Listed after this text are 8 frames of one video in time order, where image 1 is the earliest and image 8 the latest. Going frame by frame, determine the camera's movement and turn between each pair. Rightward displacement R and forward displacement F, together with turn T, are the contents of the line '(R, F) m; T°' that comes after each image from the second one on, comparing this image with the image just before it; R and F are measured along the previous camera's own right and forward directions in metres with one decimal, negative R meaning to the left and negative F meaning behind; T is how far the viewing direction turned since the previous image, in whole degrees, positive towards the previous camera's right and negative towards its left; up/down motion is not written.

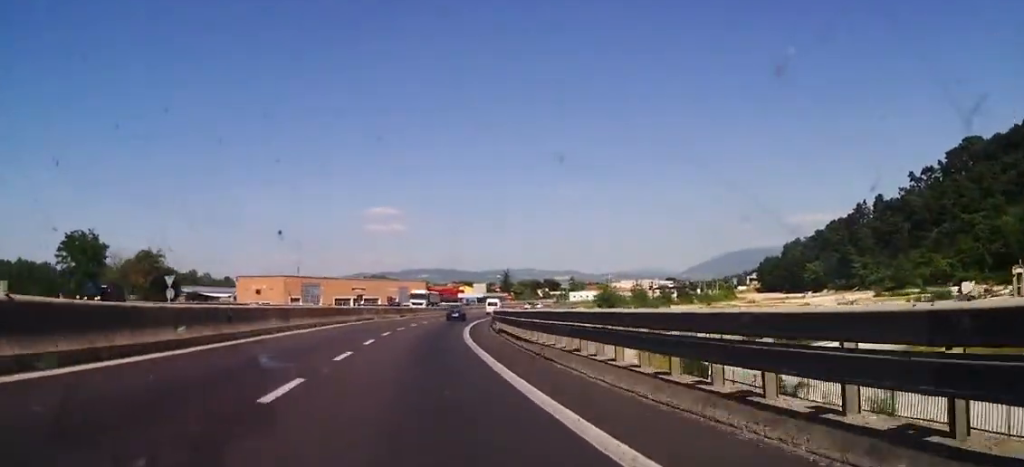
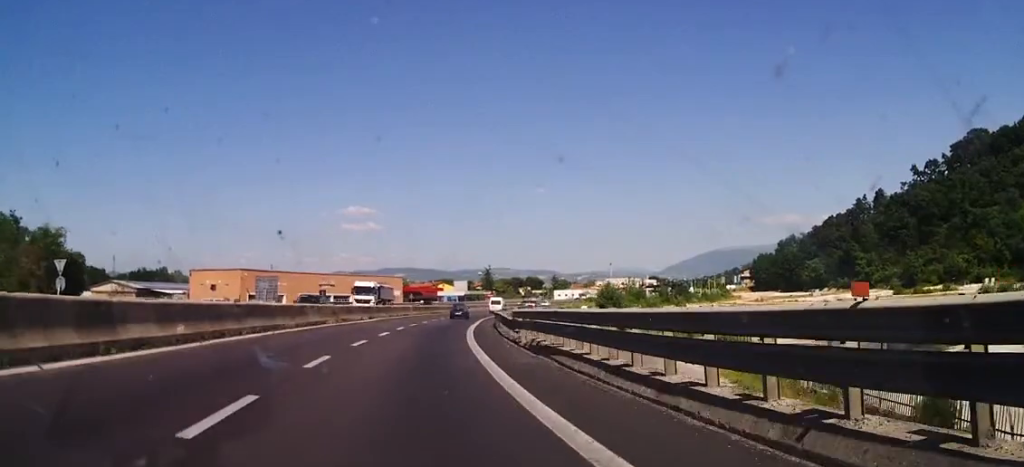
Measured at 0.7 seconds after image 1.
(0.0, +16.8) m; 0°
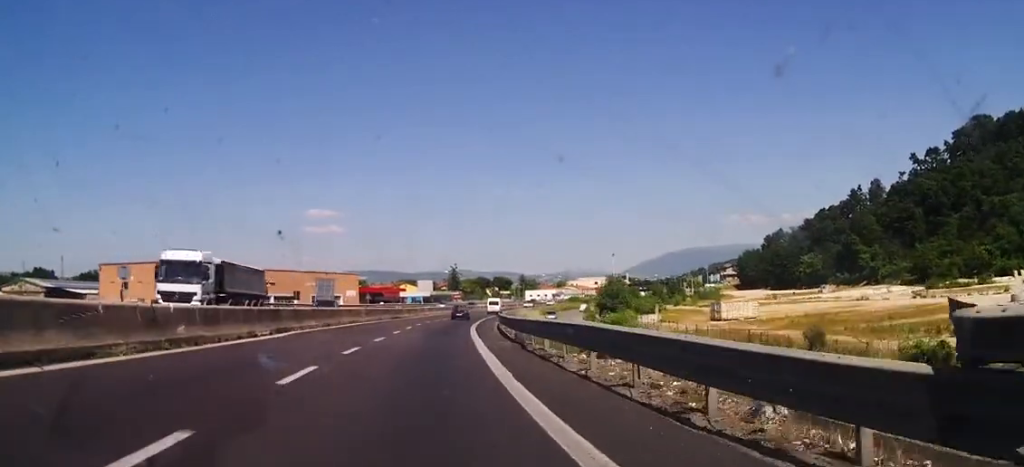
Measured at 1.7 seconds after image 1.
(-0.1, +23.9) m; +2°
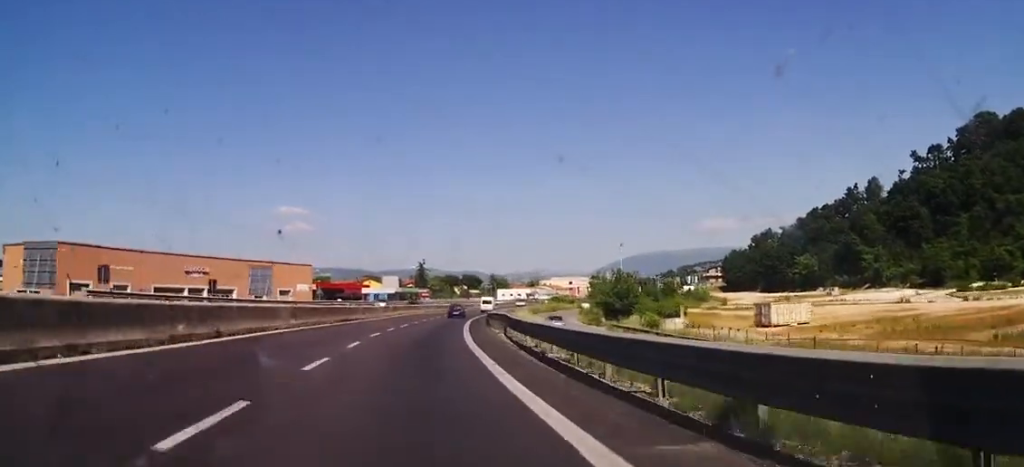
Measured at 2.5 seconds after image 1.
(+0.9, +19.1) m; +2°
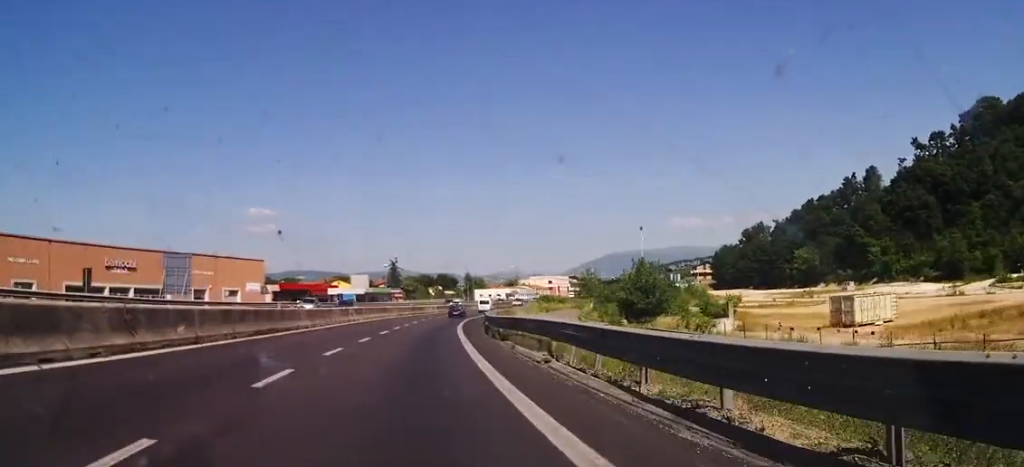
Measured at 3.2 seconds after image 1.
(+0.3, +16.6) m; 0°
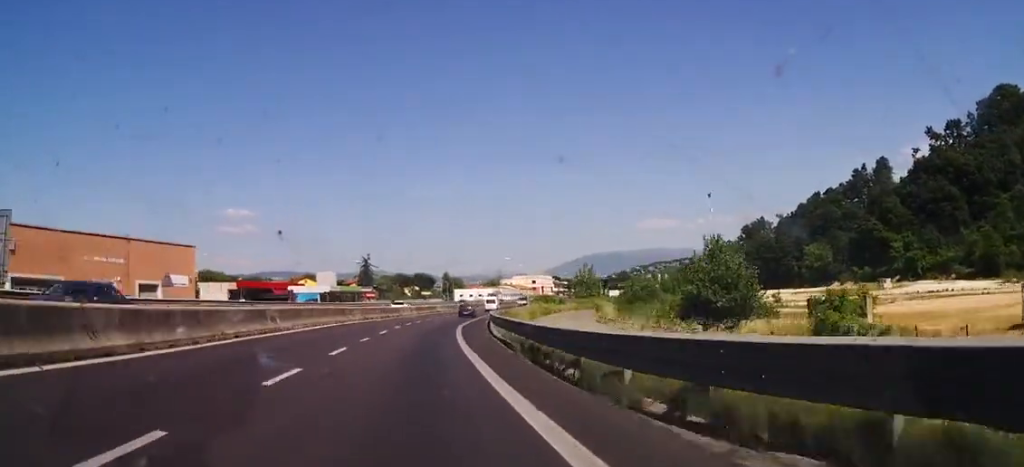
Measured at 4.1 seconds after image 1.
(-0.1, +19.3) m; +1°
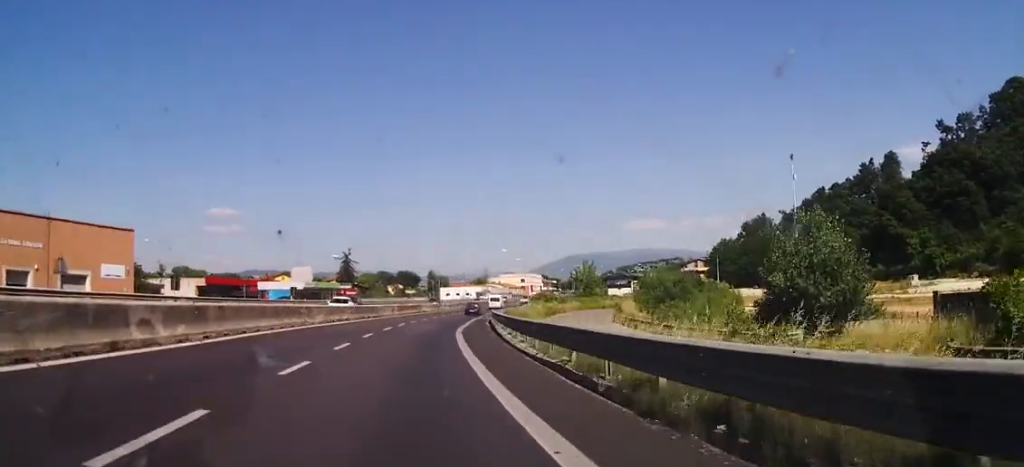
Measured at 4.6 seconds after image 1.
(-0.6, +10.4) m; +4°
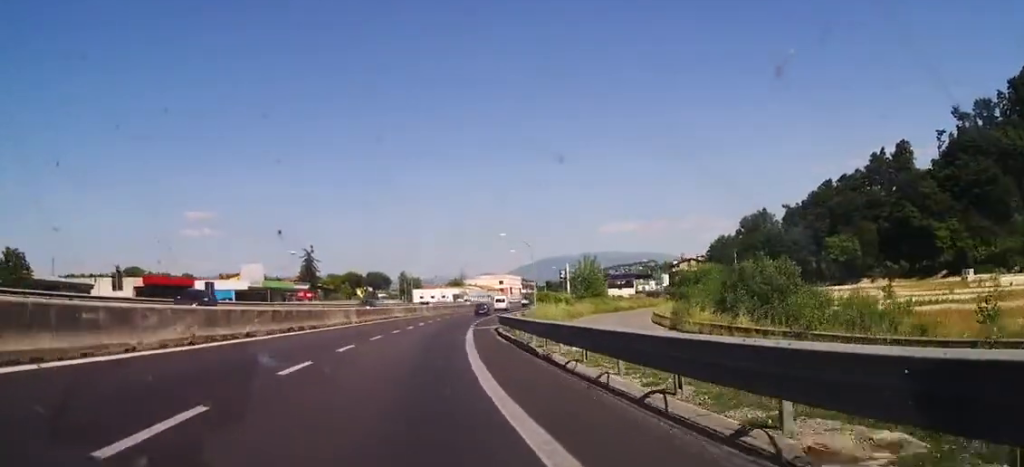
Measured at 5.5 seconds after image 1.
(+2.0, +22.2) m; +6°
